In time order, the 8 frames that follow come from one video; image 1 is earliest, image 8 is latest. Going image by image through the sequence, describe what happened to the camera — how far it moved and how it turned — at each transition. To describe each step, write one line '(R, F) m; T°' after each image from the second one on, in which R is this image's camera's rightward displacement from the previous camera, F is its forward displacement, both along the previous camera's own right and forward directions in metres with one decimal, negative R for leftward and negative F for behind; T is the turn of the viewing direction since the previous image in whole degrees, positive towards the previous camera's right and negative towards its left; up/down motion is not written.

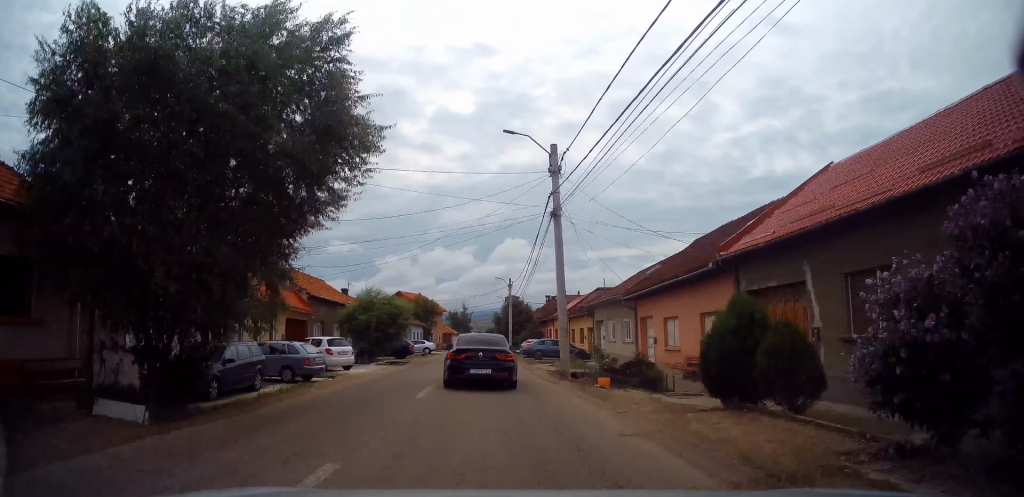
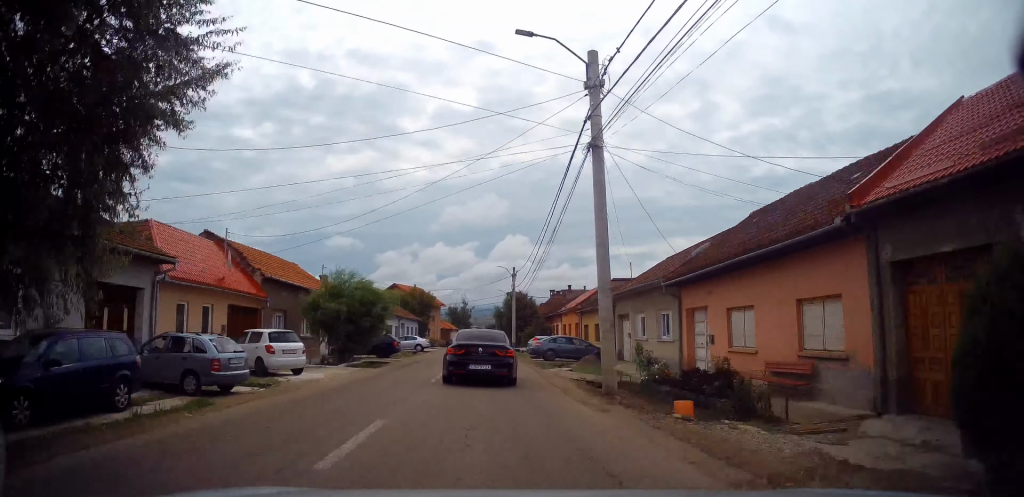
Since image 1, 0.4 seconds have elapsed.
(0.0, +6.6) m; 0°
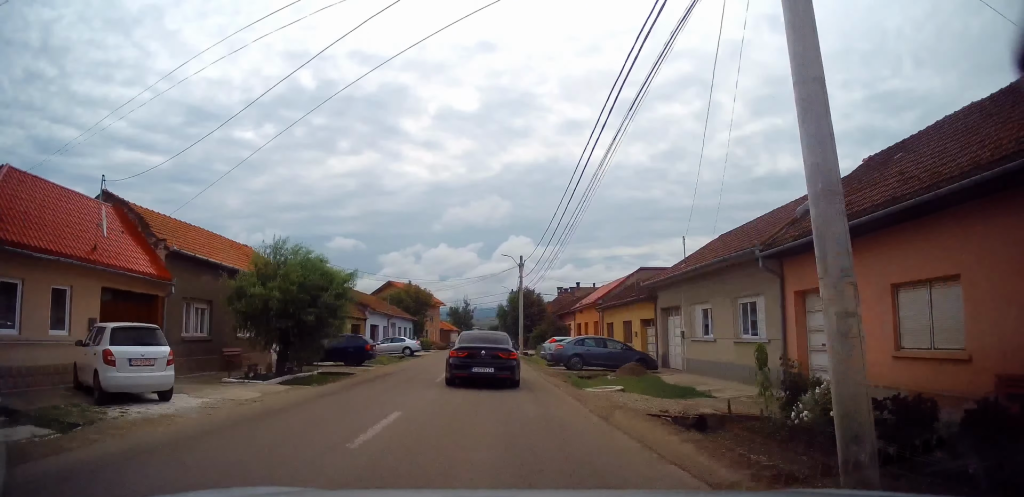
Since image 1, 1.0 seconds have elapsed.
(-0.1, +8.0) m; 0°
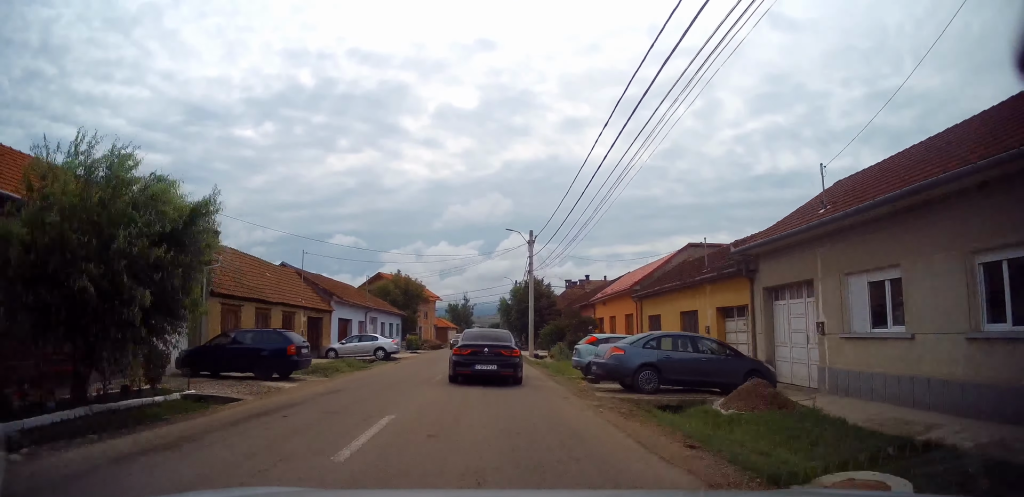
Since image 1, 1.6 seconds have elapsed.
(0.0, +10.0) m; 0°
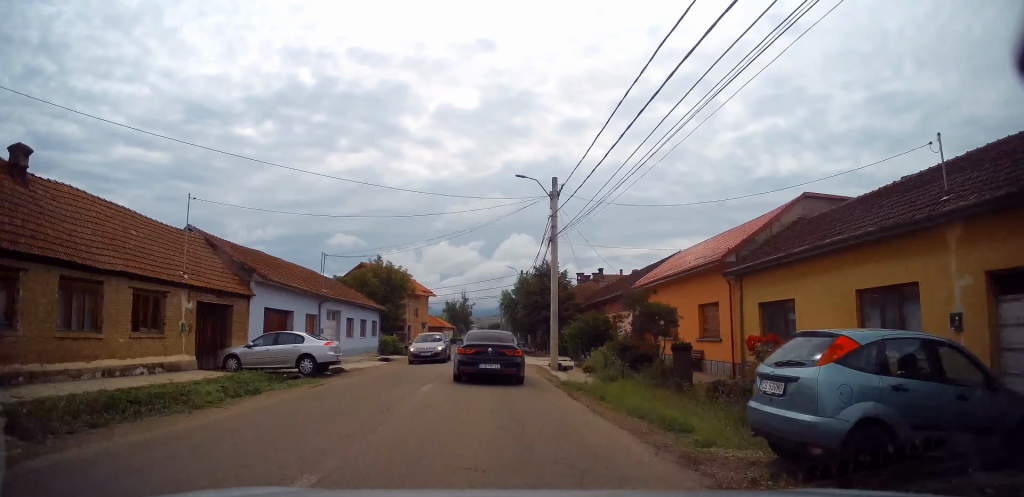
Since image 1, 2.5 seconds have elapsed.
(0.0, +12.4) m; 0°
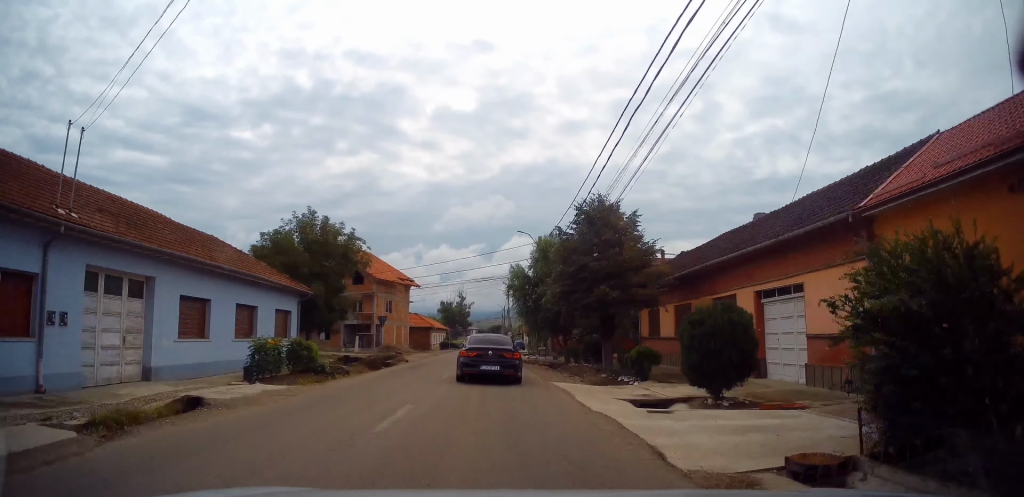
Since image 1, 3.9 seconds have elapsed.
(+0.4, +21.7) m; +2°
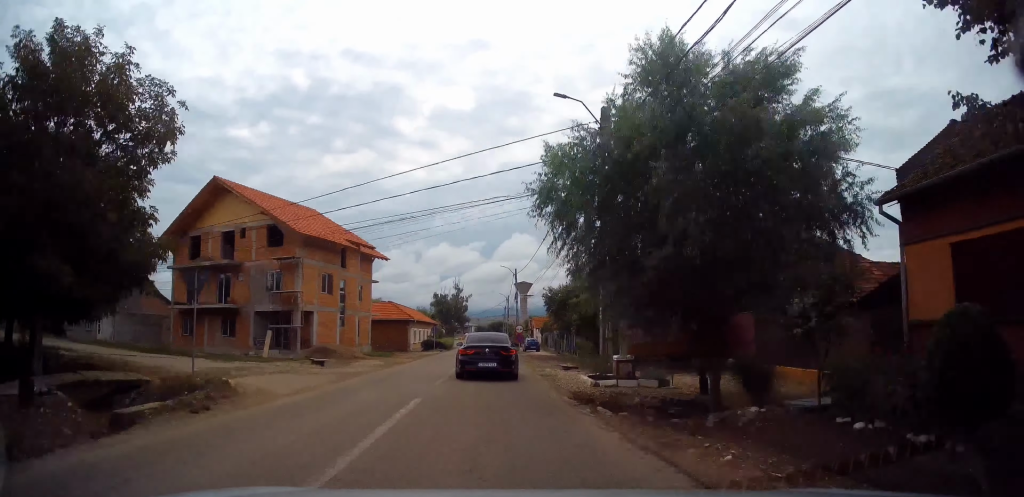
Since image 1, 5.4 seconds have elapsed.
(-0.1, +22.1) m; -1°
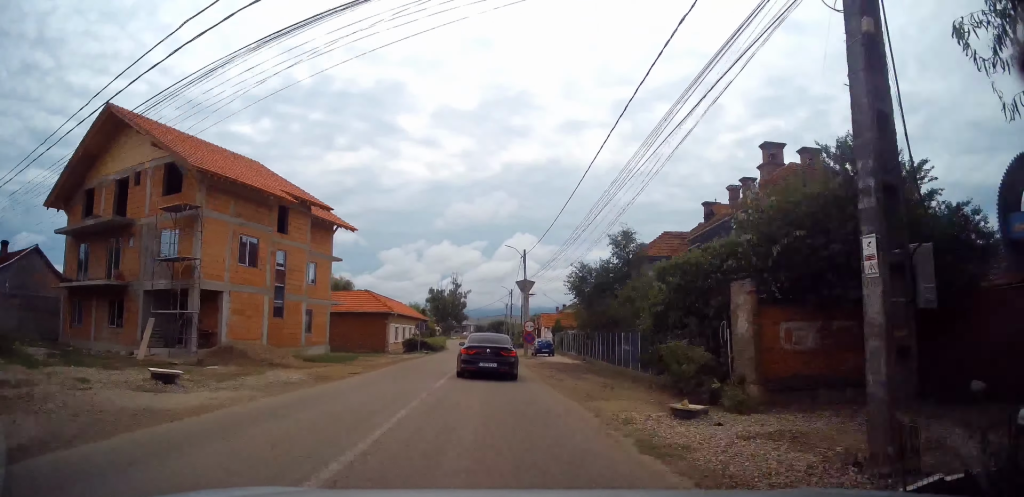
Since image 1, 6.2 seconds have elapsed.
(-0.2, +12.1) m; 0°
